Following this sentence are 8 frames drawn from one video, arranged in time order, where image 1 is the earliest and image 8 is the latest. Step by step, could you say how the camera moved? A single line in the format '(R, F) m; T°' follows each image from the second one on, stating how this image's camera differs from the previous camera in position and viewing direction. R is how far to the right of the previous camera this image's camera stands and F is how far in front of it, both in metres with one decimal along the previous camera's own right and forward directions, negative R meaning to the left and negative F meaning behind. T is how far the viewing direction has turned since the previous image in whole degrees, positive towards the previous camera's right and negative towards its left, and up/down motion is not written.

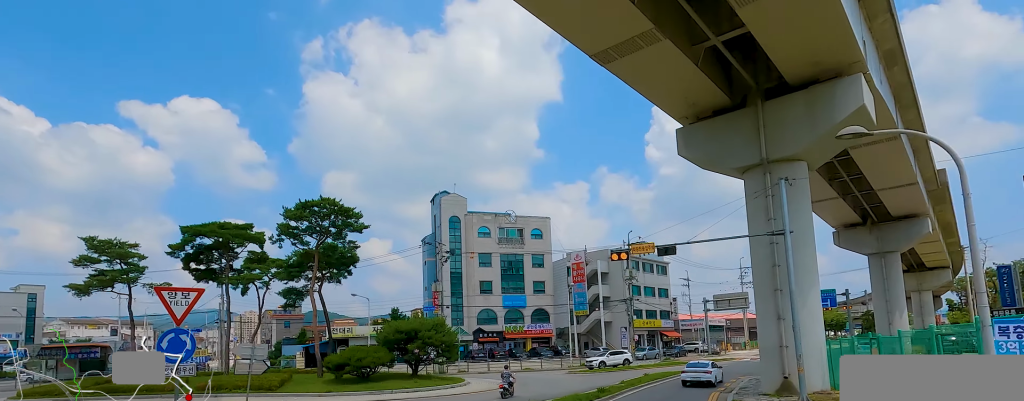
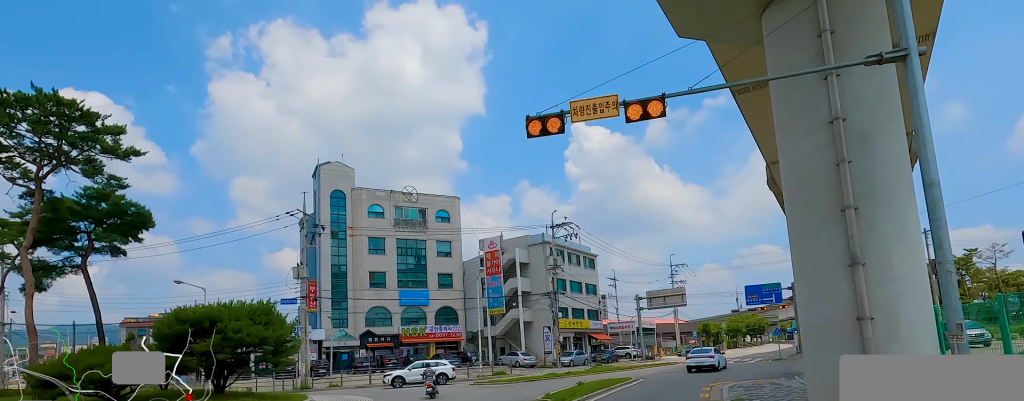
(+0.3, +12.3) m; +5°
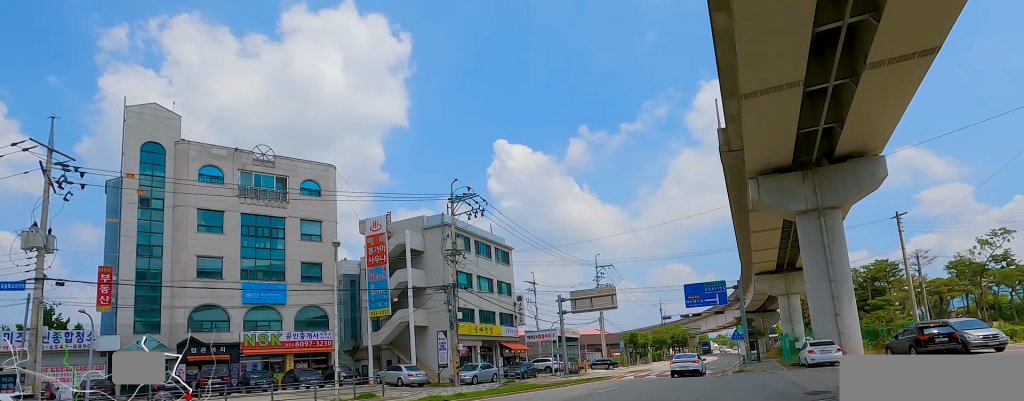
(+1.2, +12.4) m; +10°
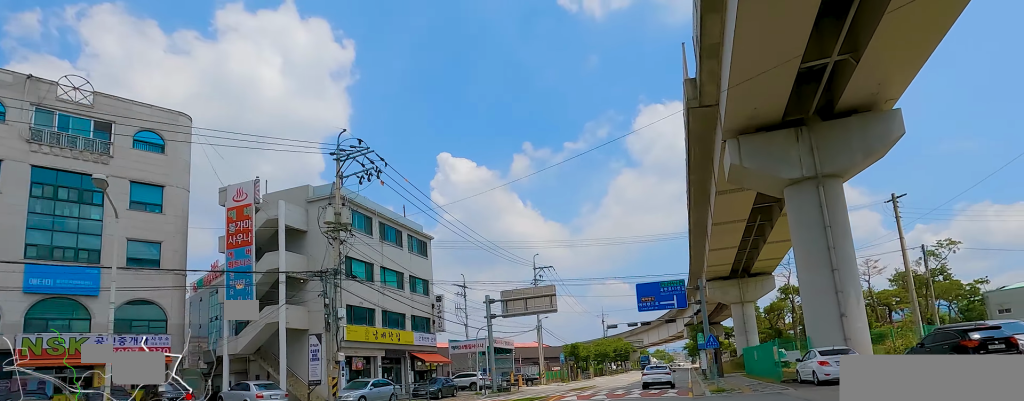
(+0.3, +9.9) m; +7°
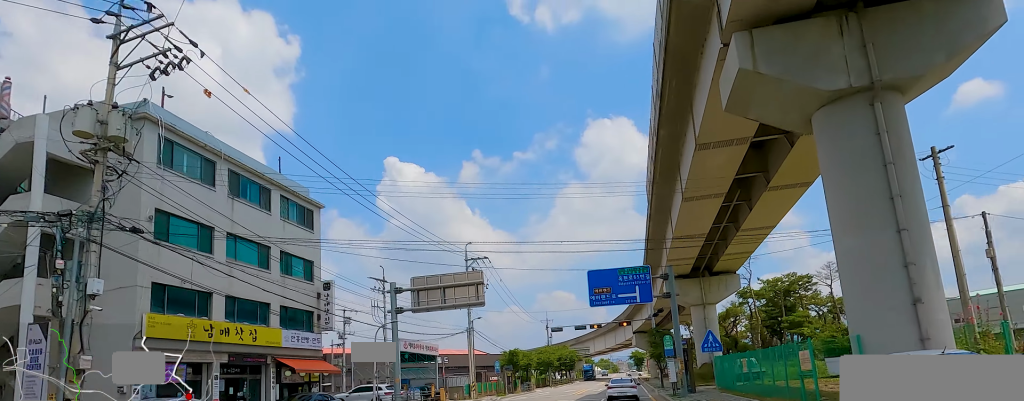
(+1.0, +10.6) m; +7°
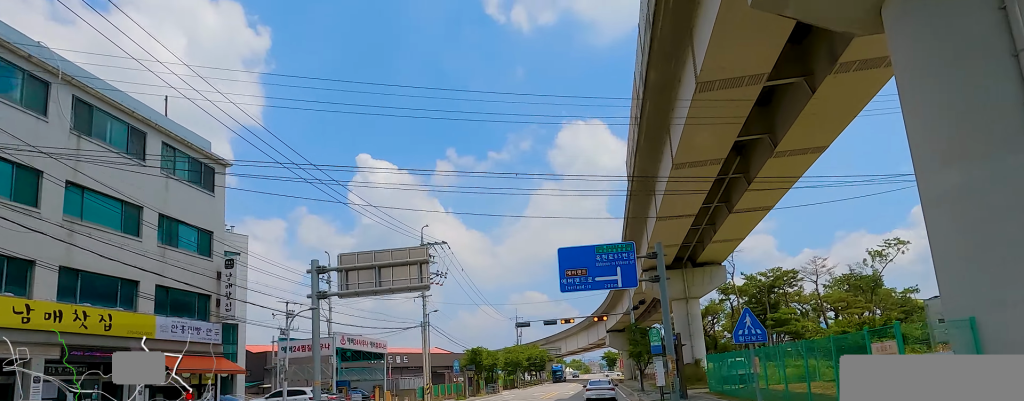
(+0.1, +6.6) m; +1°
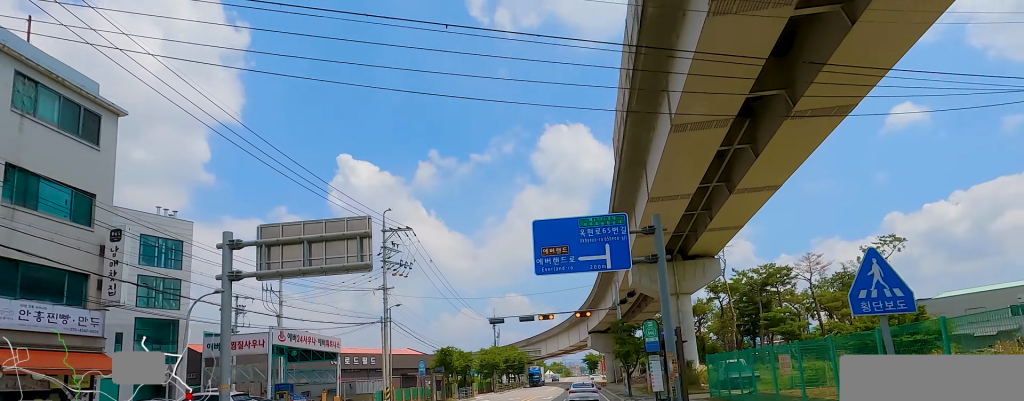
(0.0, +5.2) m; 0°
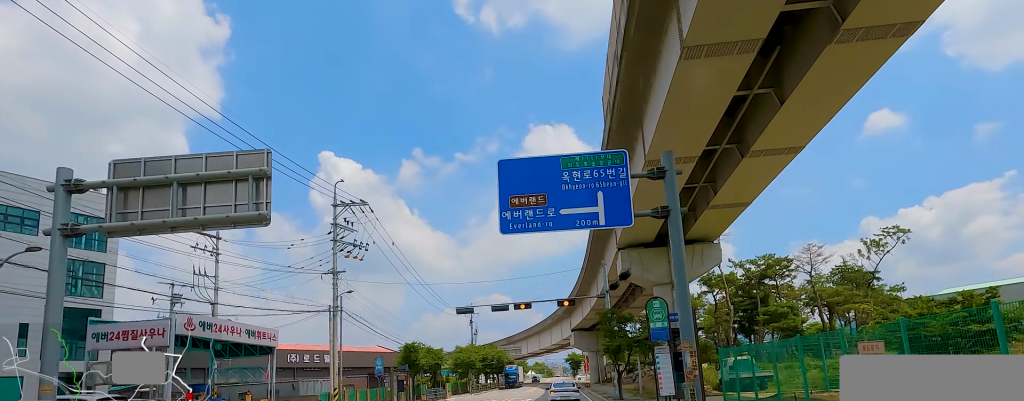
(0.0, +6.0) m; 0°
